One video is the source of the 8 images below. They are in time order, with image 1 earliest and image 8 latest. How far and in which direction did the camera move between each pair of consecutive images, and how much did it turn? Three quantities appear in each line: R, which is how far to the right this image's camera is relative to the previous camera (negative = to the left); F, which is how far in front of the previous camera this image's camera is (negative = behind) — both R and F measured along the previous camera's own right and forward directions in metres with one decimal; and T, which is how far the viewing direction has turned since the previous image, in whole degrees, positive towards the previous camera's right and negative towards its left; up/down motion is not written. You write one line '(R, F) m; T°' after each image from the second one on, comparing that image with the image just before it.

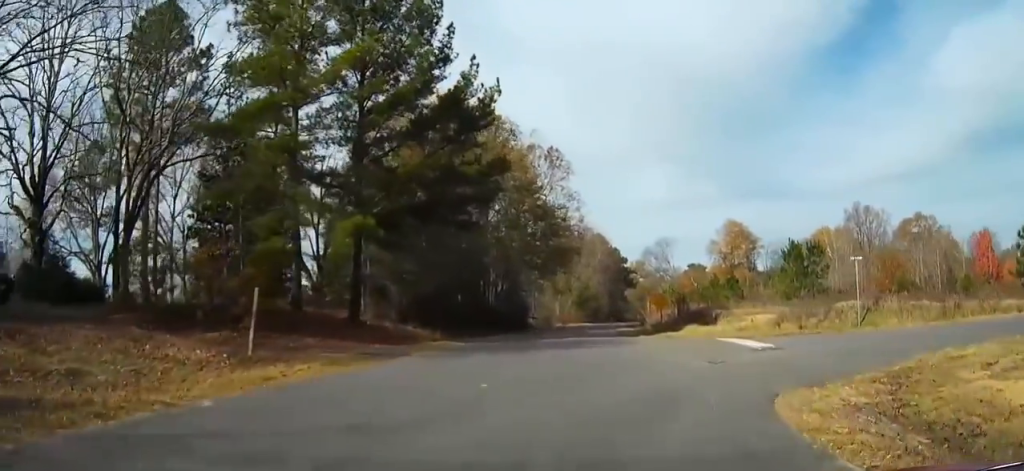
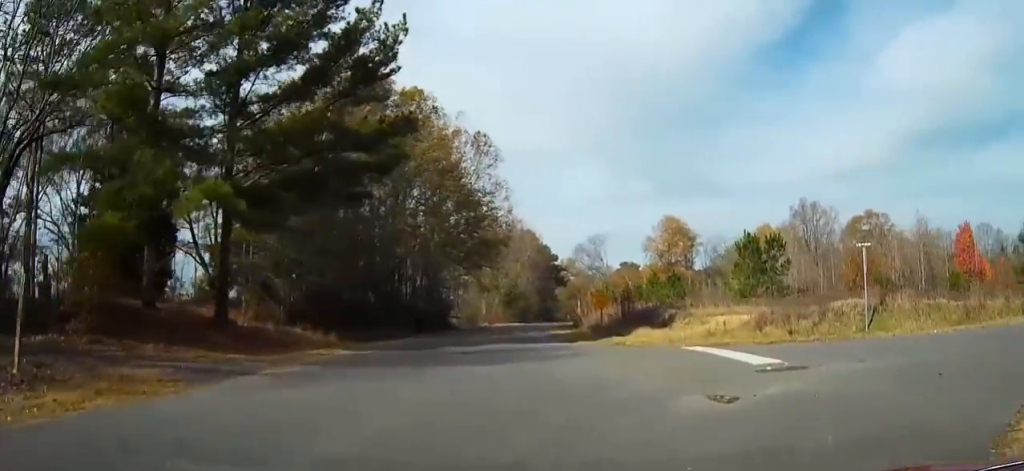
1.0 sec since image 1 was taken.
(0.0, +8.1) m; +5°
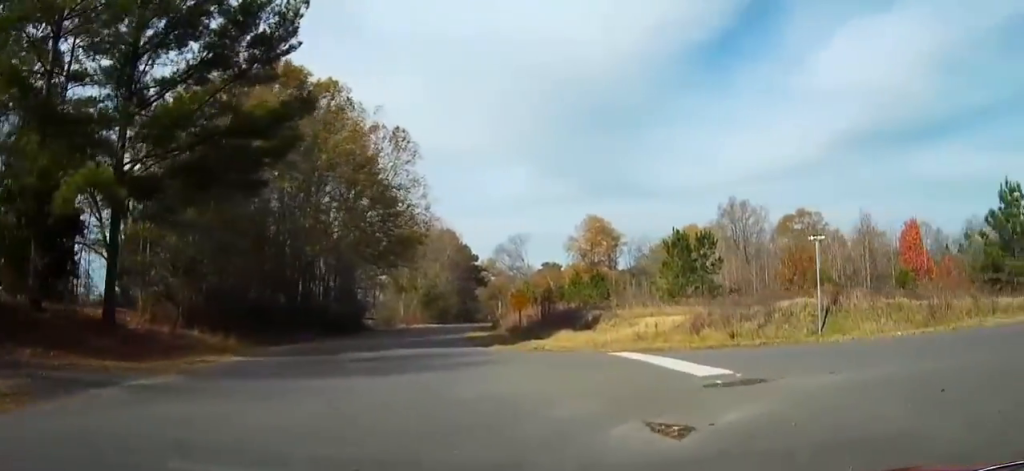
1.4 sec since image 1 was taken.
(0.0, +3.1) m; +5°
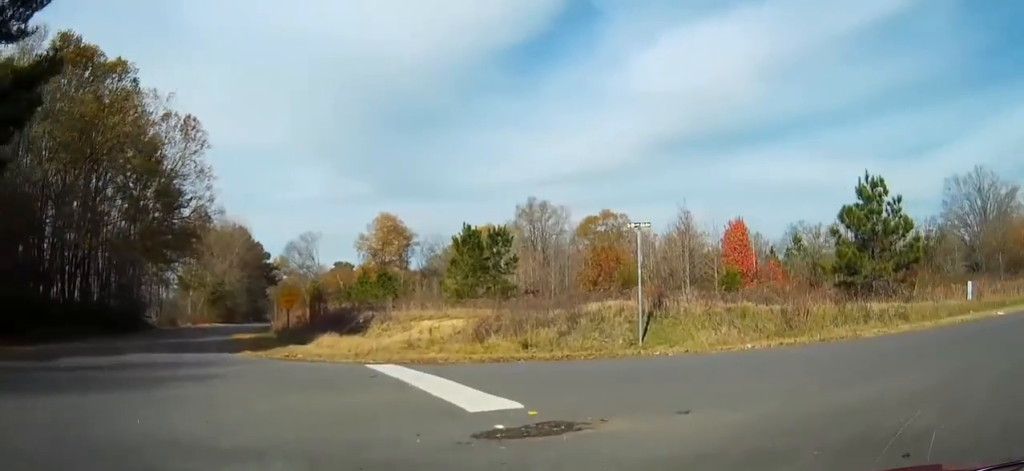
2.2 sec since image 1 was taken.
(+0.5, +4.8) m; +15°
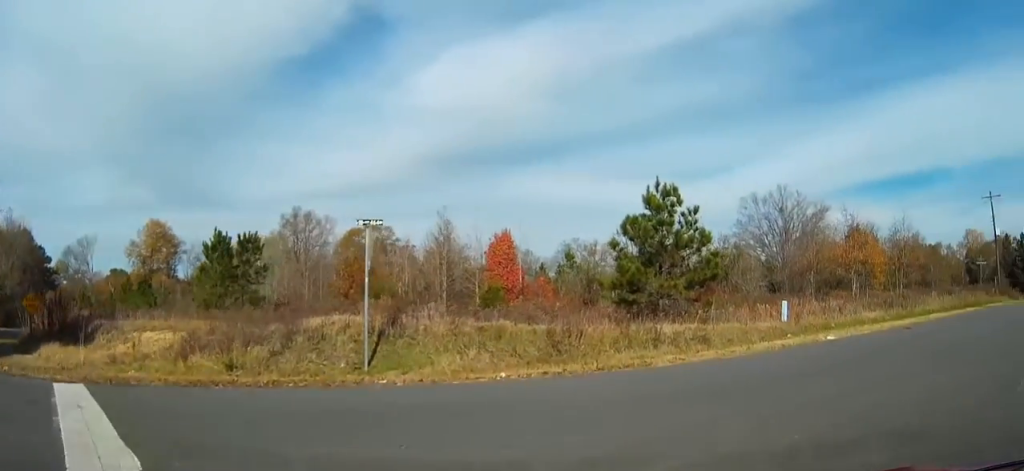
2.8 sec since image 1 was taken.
(+0.2, +3.5) m; +16°
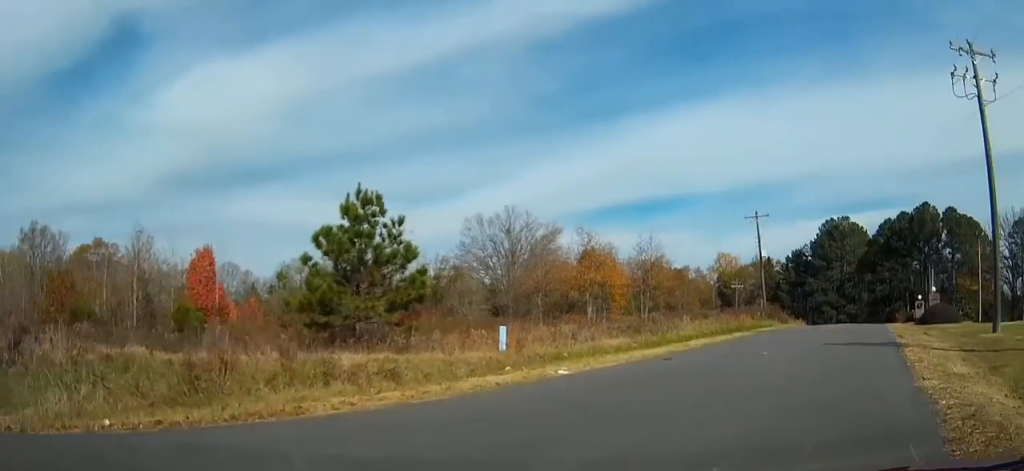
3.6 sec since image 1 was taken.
(+0.8, +4.0) m; +24°
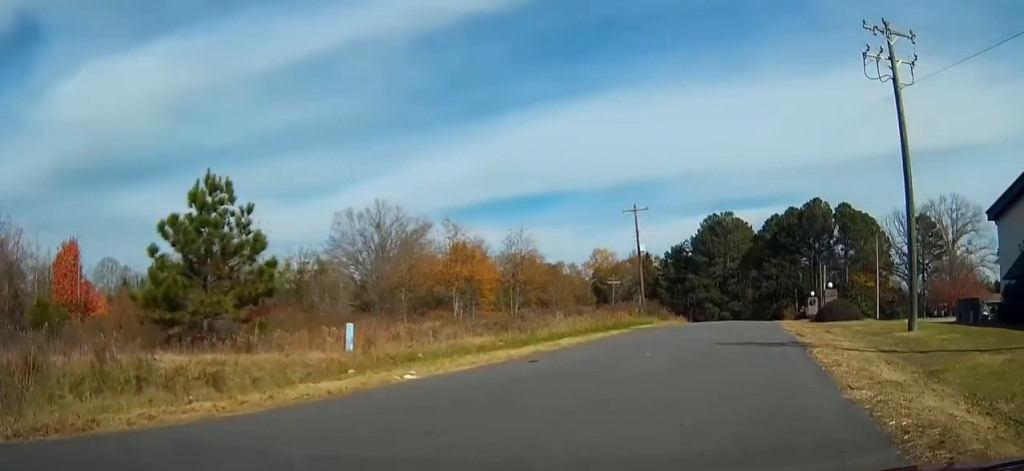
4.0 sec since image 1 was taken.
(+0.4, +2.0) m; +9°
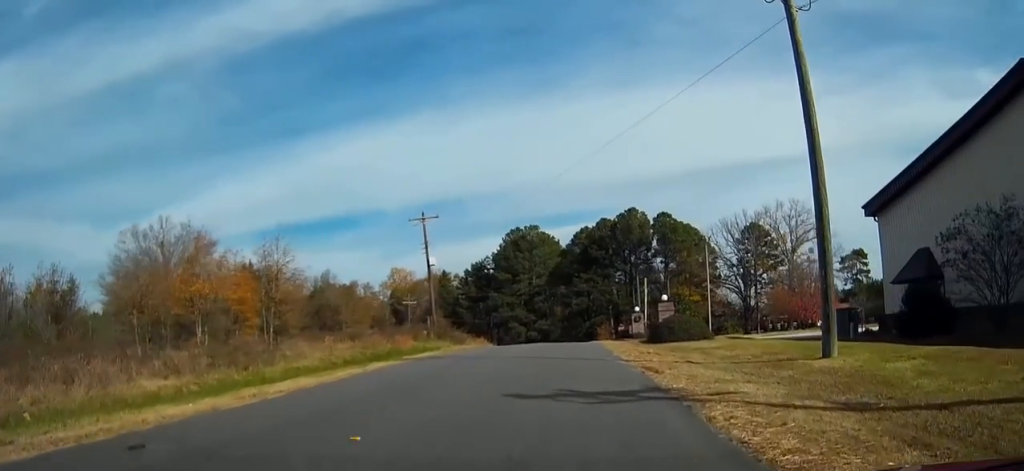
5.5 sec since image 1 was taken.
(+1.8, +7.6) m; +18°
